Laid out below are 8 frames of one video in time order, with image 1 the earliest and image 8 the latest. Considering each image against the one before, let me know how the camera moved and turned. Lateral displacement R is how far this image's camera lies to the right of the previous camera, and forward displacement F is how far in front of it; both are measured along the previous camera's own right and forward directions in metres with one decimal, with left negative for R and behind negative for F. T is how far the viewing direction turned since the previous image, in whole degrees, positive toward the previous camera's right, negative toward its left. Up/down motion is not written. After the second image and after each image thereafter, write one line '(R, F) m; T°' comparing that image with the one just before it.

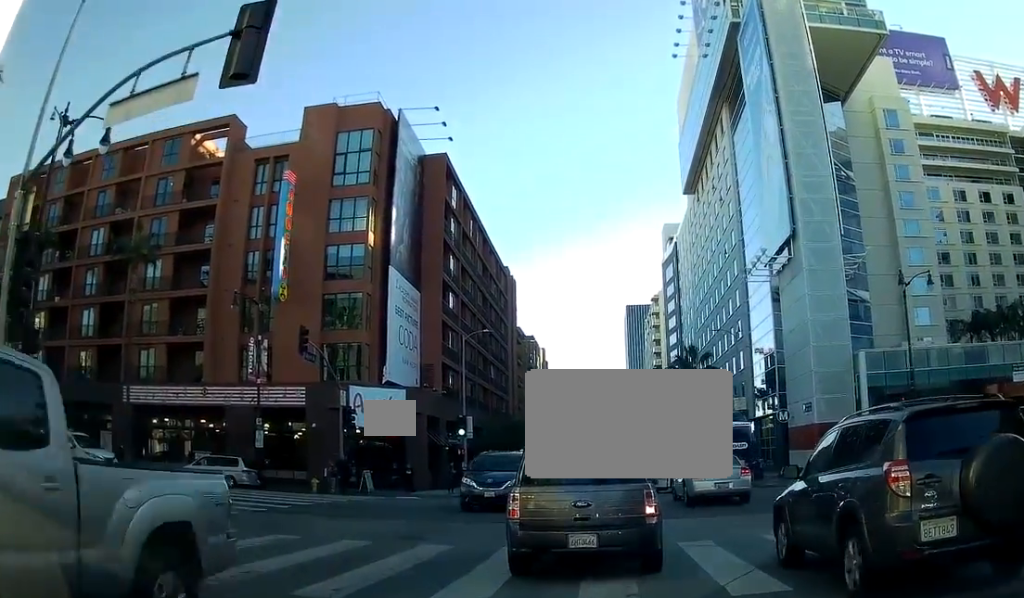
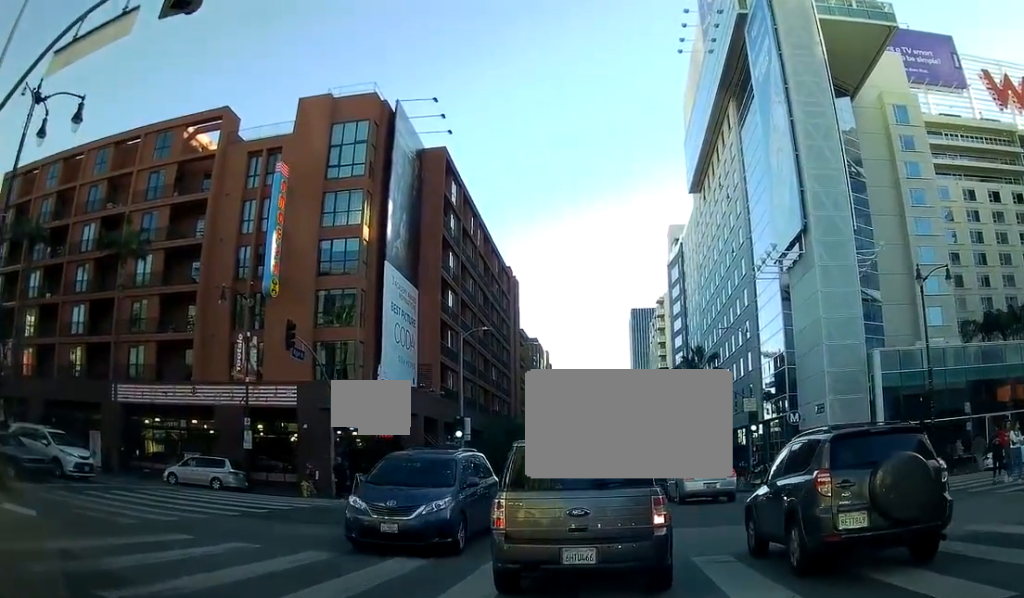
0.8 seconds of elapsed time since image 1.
(+0.3, +1.6) m; +4°
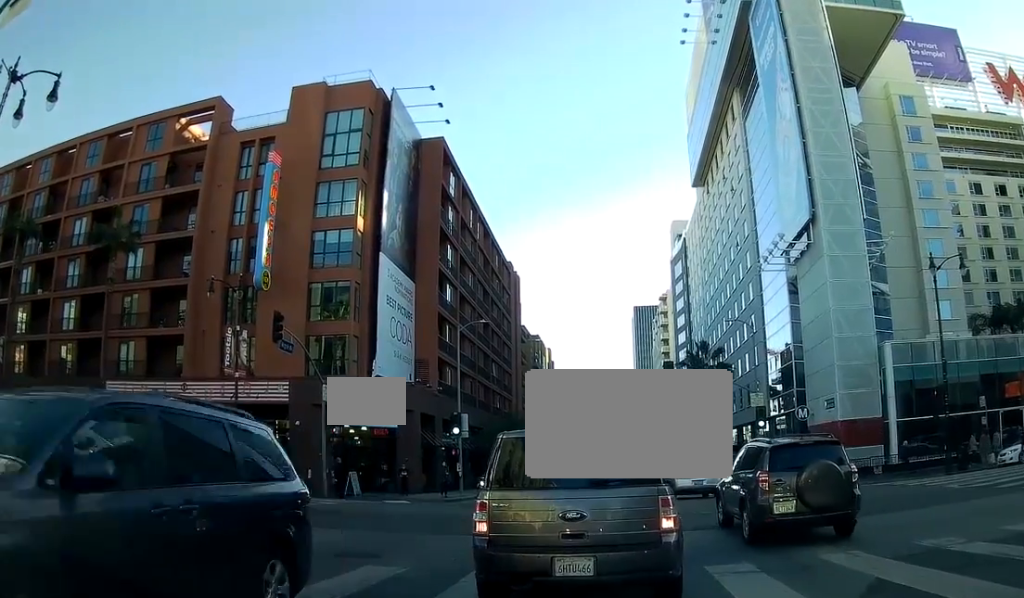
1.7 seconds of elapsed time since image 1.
(+0.1, +1.2) m; 0°
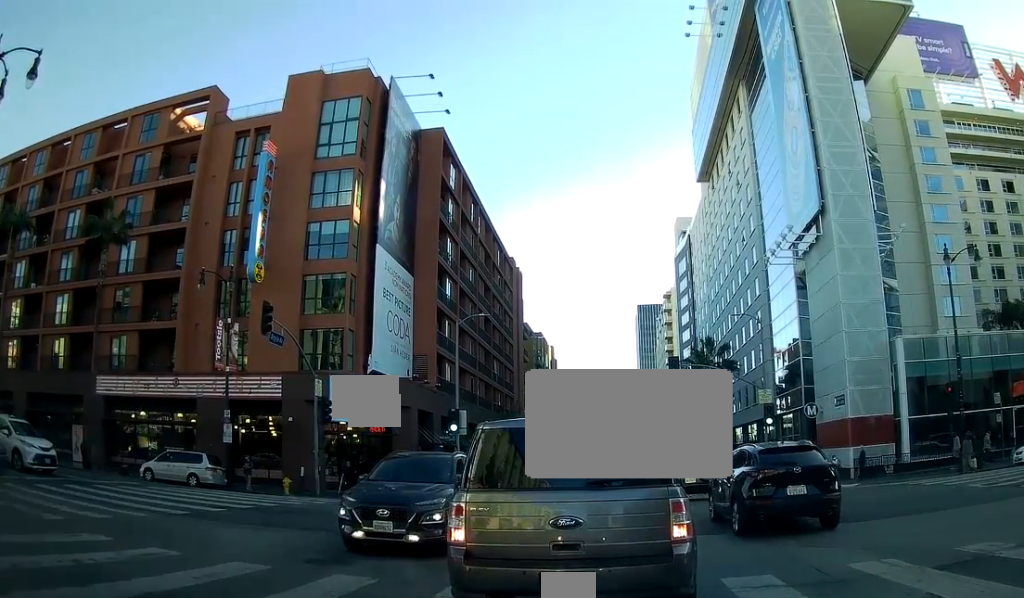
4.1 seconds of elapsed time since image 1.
(+0.1, +1.1) m; 0°
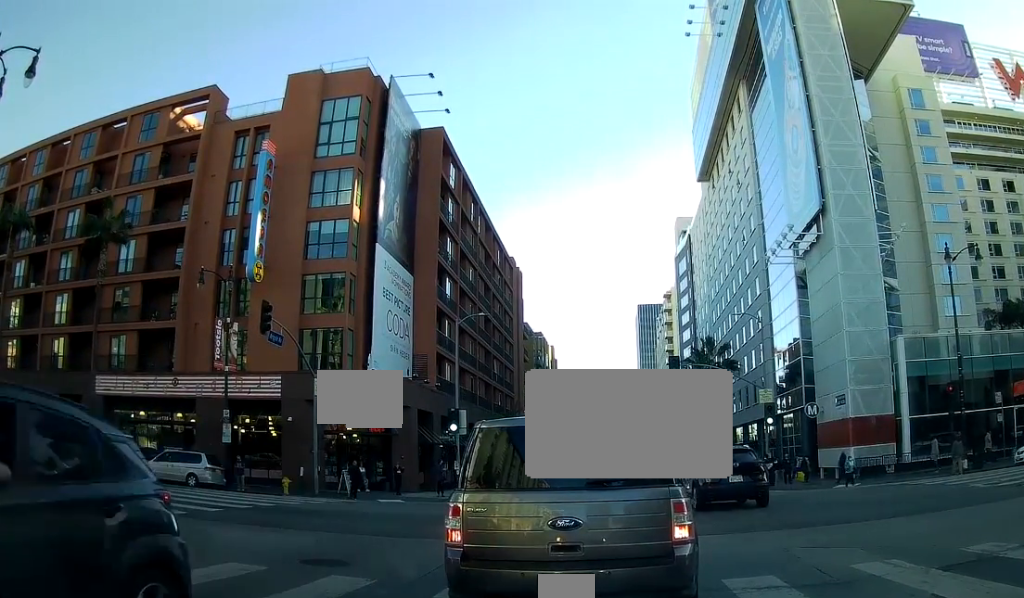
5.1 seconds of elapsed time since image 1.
(0.0, 0.0) m; 0°
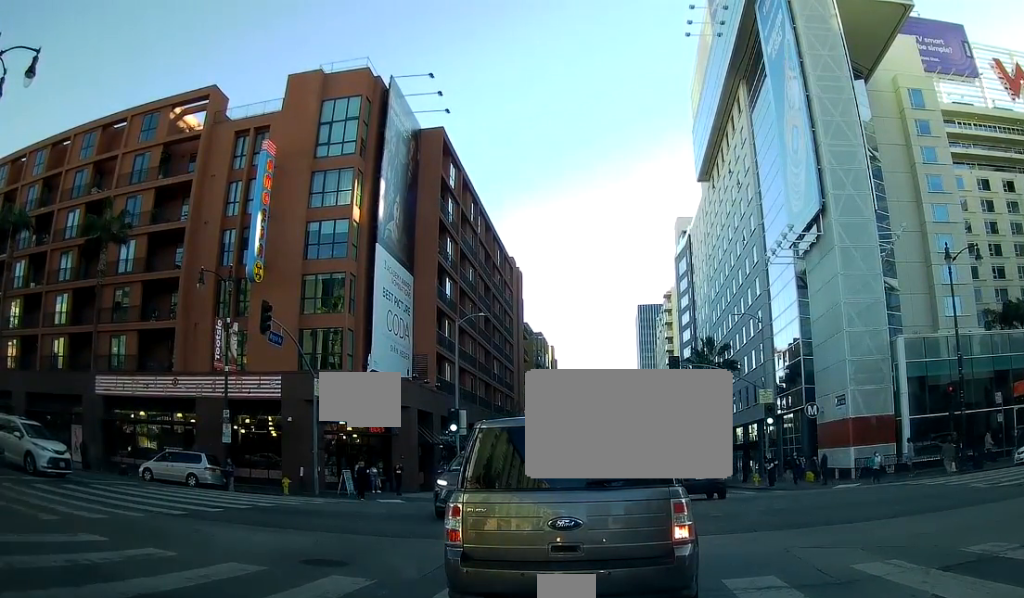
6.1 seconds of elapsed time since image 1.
(0.0, 0.0) m; 0°
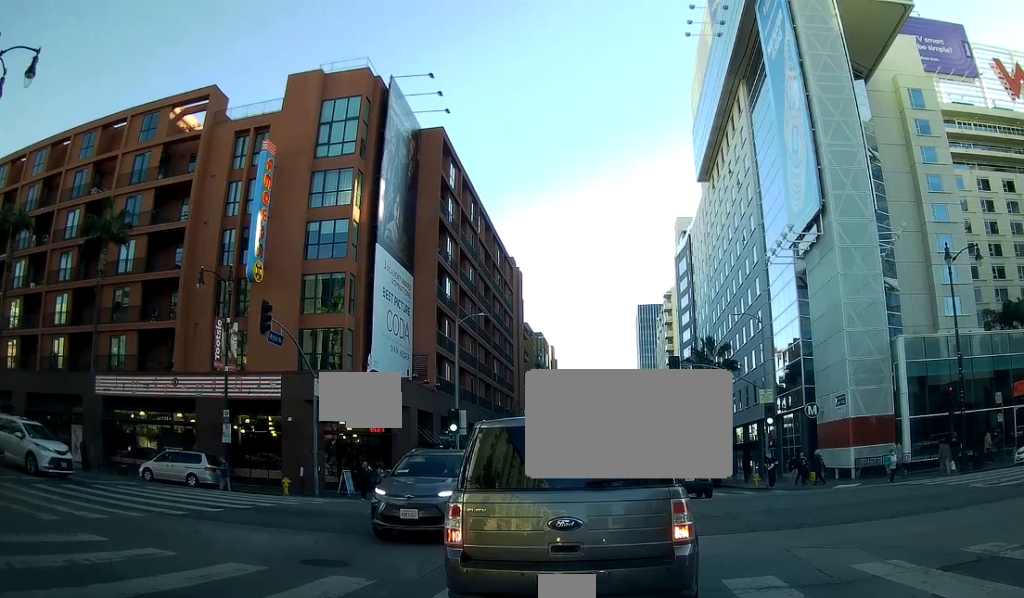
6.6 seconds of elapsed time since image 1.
(0.0, 0.0) m; 0°
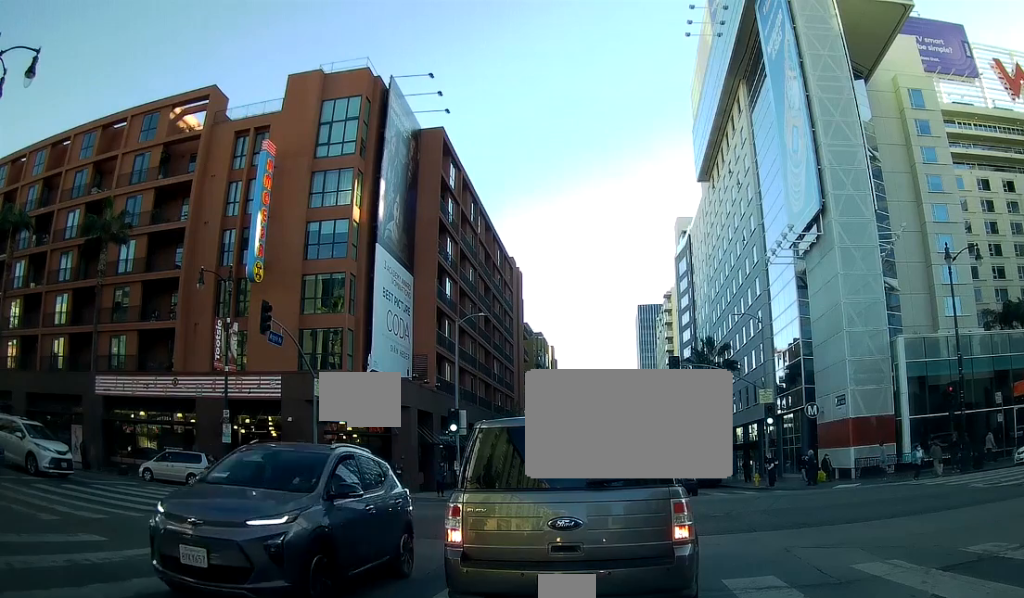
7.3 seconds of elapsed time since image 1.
(0.0, 0.0) m; 0°
